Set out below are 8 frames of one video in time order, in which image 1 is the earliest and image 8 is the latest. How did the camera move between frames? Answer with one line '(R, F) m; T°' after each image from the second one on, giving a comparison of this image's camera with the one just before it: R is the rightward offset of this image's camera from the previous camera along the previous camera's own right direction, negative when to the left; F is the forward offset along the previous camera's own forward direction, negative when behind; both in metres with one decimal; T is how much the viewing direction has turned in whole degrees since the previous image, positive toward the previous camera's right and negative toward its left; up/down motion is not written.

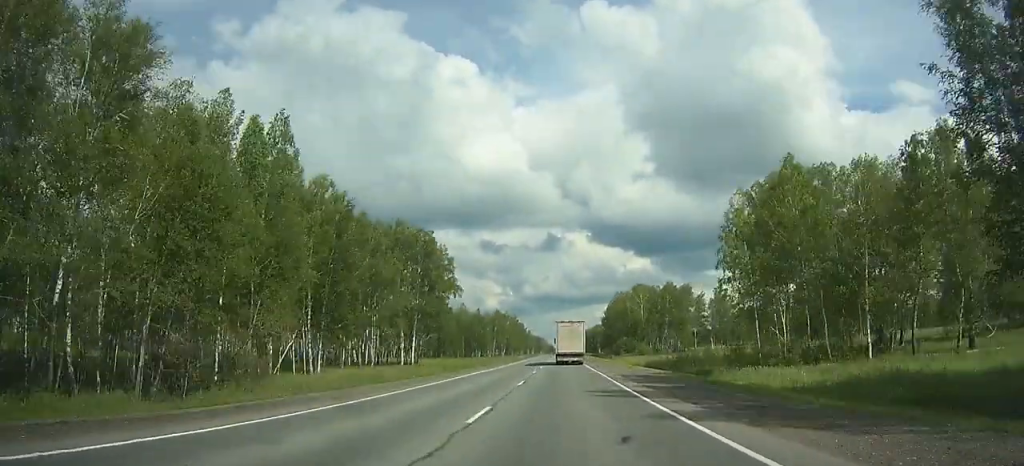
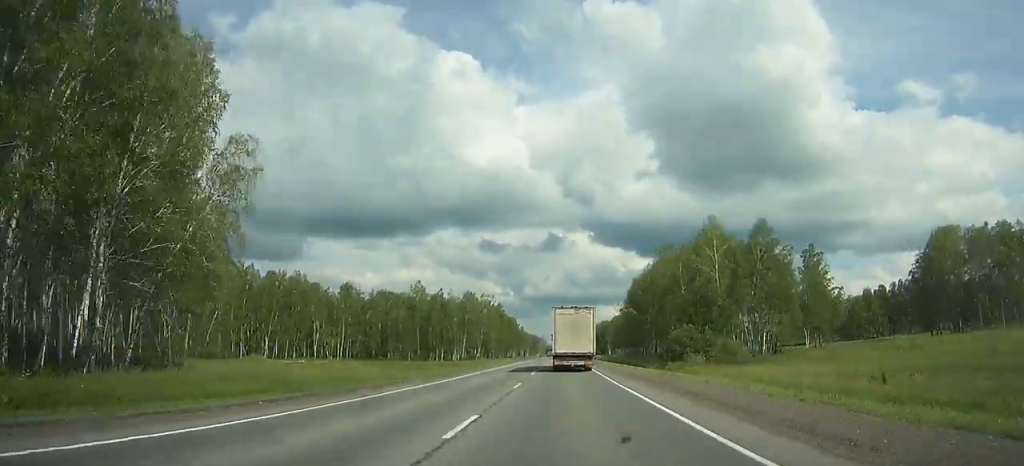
(+0.1, +84.3) m; 0°
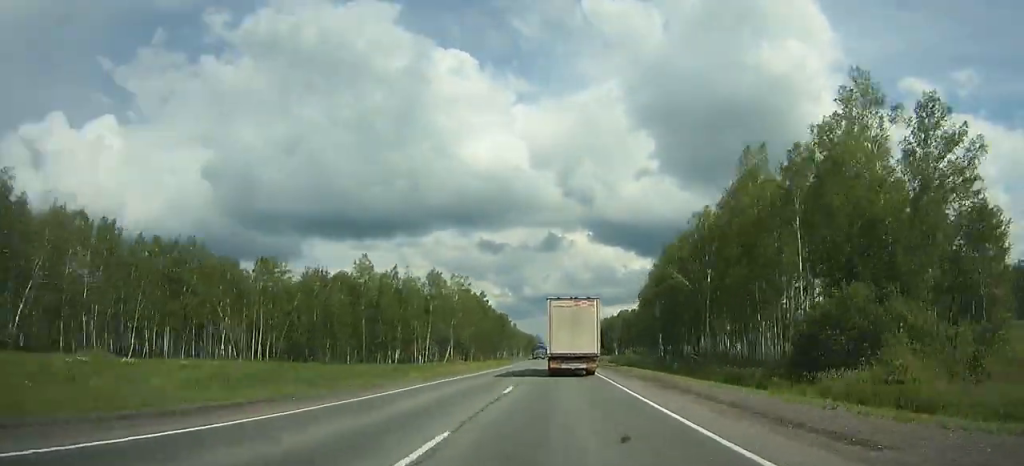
(+0.1, +49.5) m; 0°
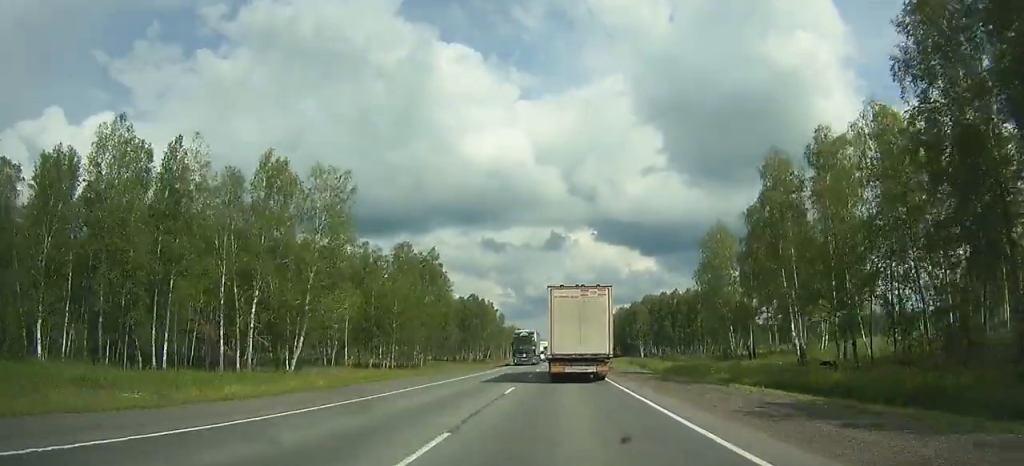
(-0.3, +83.0) m; 0°
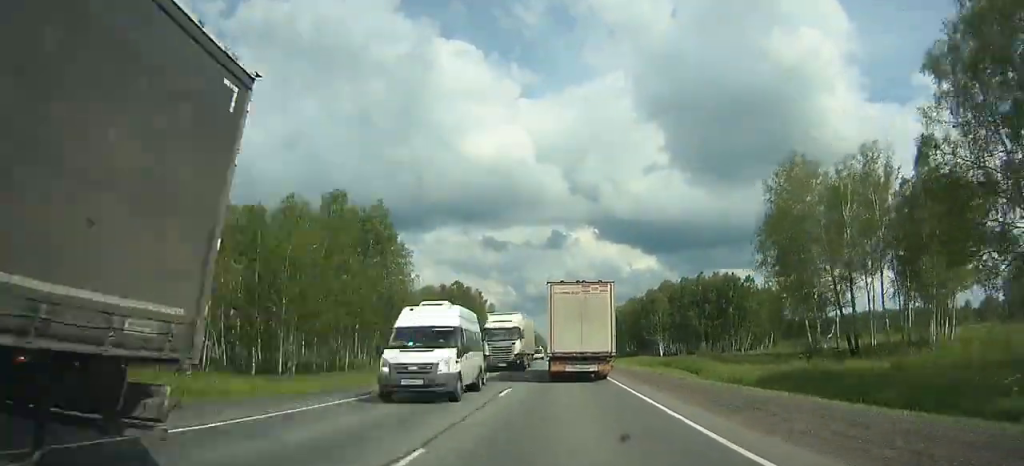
(-0.2, +36.0) m; 0°
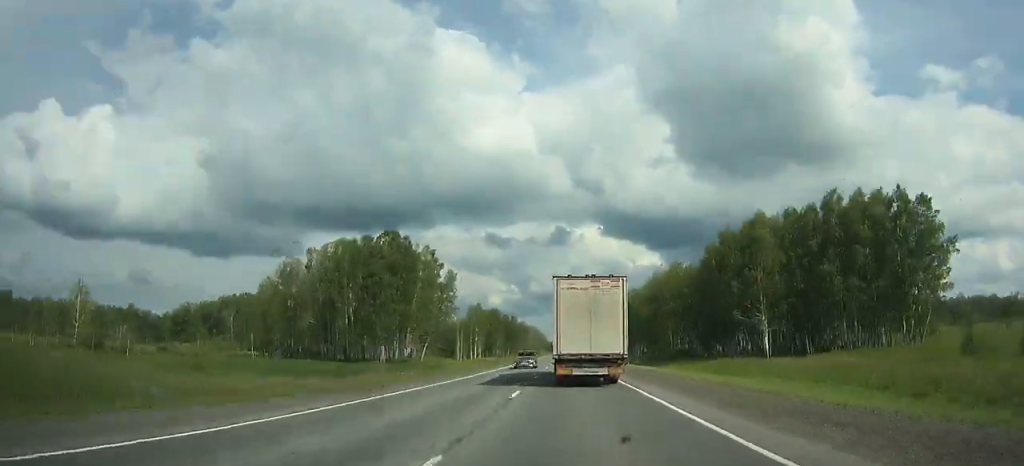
(+0.7, +80.5) m; +1°
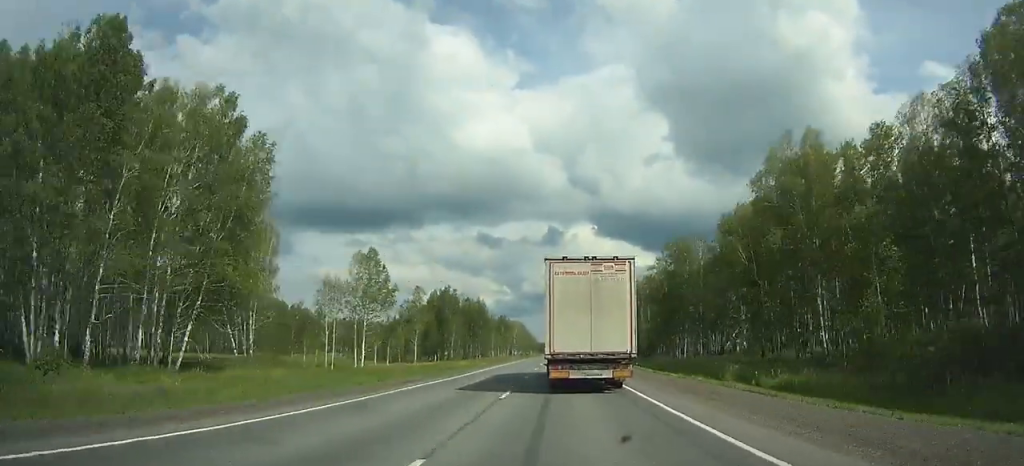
(+0.2, +83.3) m; 0°
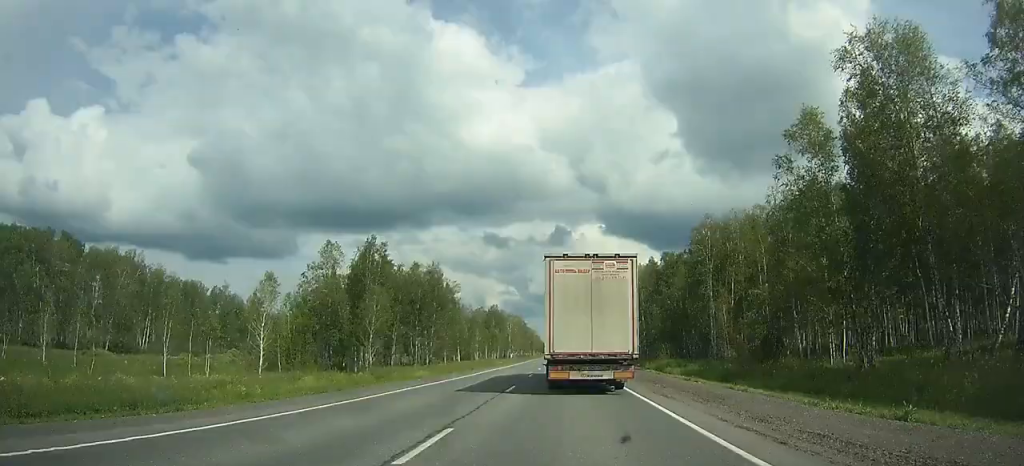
(0.0, +69.1) m; 0°
